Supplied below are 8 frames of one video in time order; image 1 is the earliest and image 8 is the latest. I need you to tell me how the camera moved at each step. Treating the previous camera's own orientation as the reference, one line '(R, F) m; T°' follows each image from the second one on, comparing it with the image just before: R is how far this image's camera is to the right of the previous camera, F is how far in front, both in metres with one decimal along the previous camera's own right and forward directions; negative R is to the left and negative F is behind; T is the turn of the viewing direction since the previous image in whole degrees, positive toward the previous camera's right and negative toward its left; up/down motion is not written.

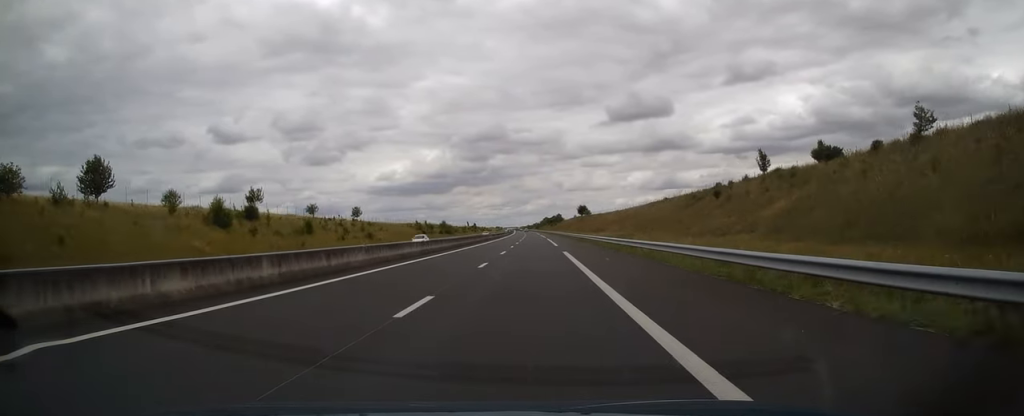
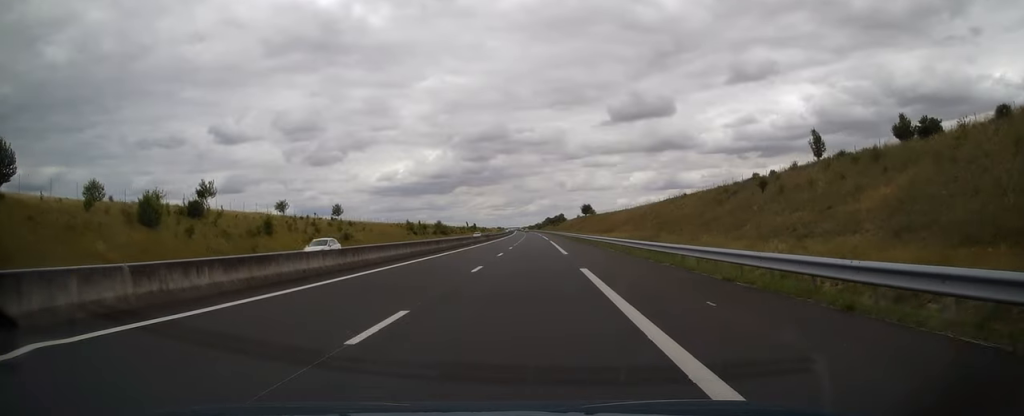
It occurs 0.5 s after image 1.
(-0.1, +15.2) m; 0°
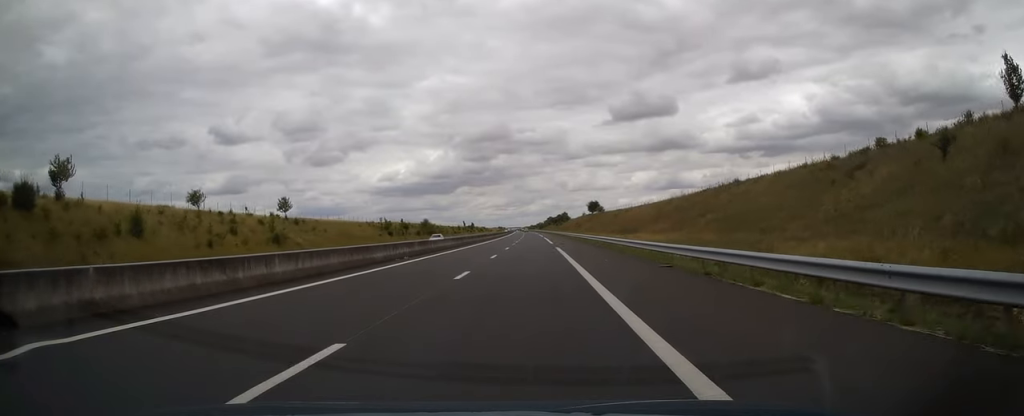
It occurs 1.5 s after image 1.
(0.0, +28.9) m; 0°
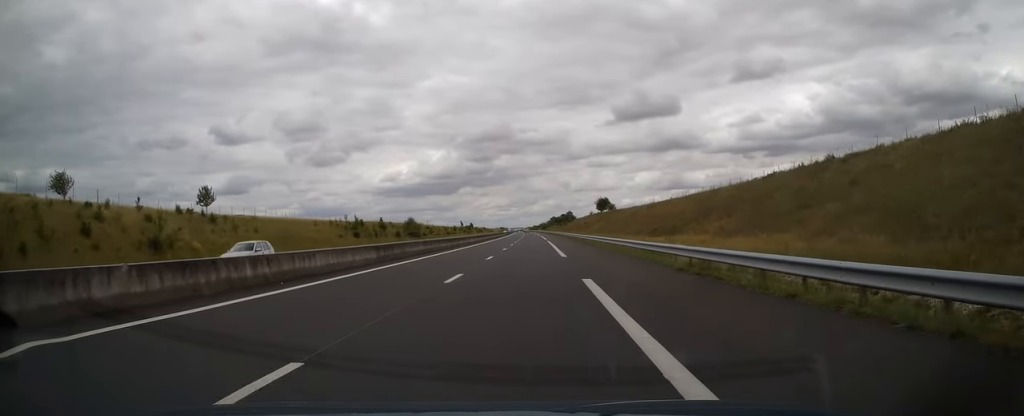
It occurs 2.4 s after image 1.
(+0.1, +26.9) m; 0°
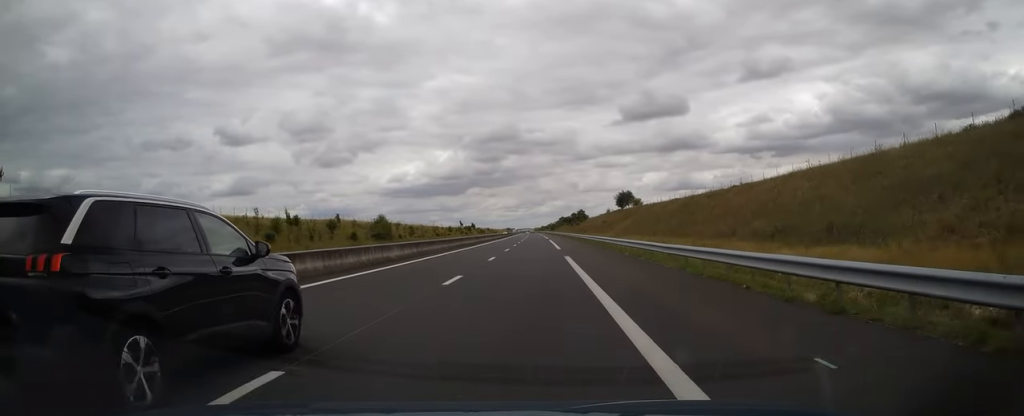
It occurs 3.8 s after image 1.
(-0.3, +39.0) m; -1°
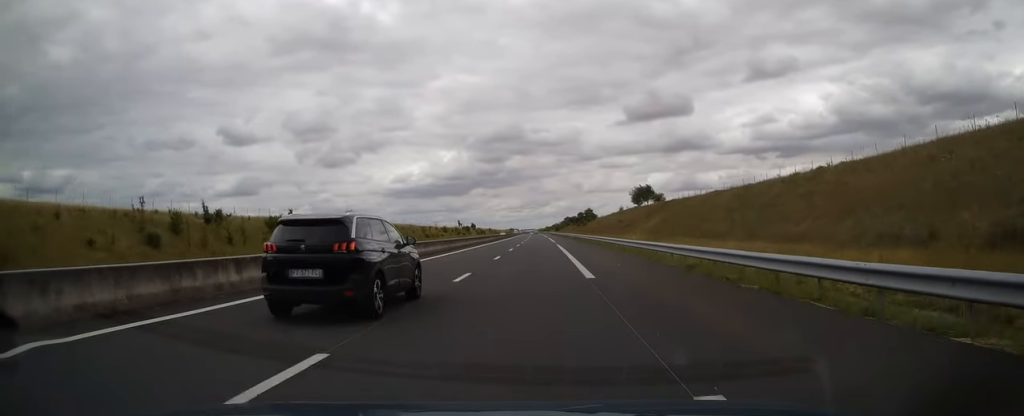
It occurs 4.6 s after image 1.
(-0.2, +24.8) m; -1°
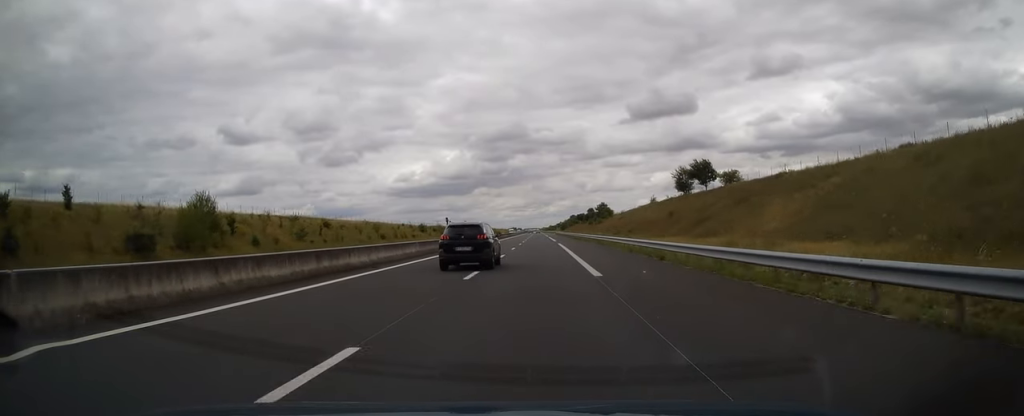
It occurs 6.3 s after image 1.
(0.0, +51.1) m; 0°
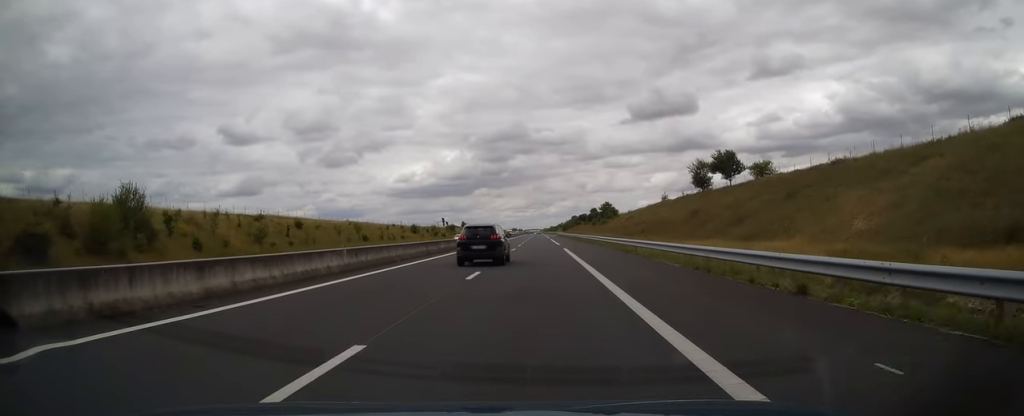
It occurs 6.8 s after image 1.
(0.0, +12.7) m; 0°
